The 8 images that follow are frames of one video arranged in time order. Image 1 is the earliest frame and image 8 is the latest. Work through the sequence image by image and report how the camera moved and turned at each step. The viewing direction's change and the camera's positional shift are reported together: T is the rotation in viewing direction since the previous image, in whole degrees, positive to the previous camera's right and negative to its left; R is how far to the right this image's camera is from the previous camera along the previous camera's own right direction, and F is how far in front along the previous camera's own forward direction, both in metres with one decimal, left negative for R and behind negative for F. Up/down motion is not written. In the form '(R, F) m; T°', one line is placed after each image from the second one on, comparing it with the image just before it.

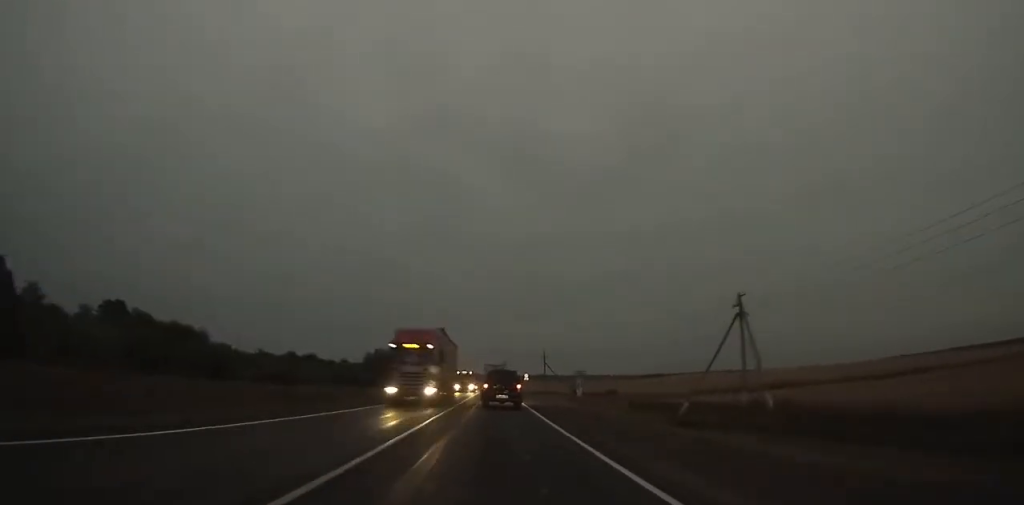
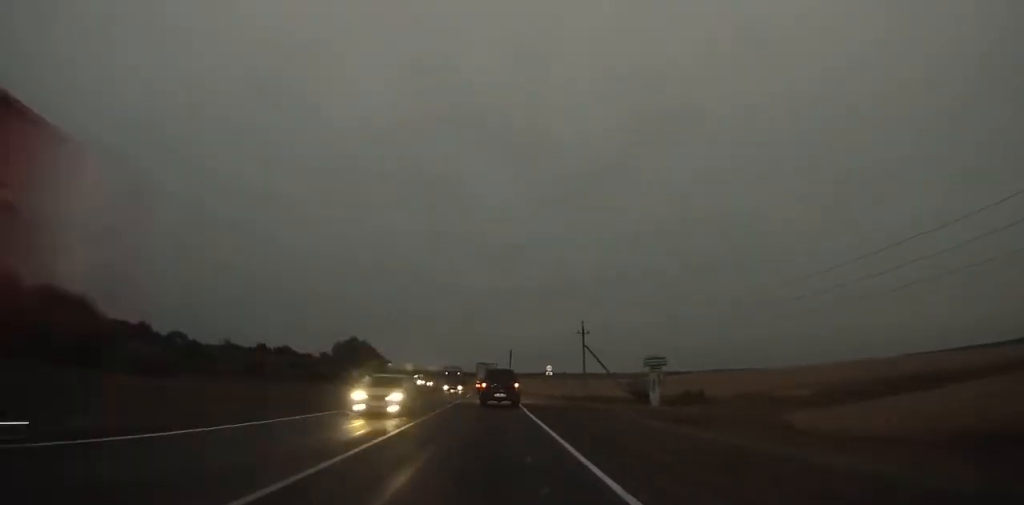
(+0.5, +47.3) m; 0°
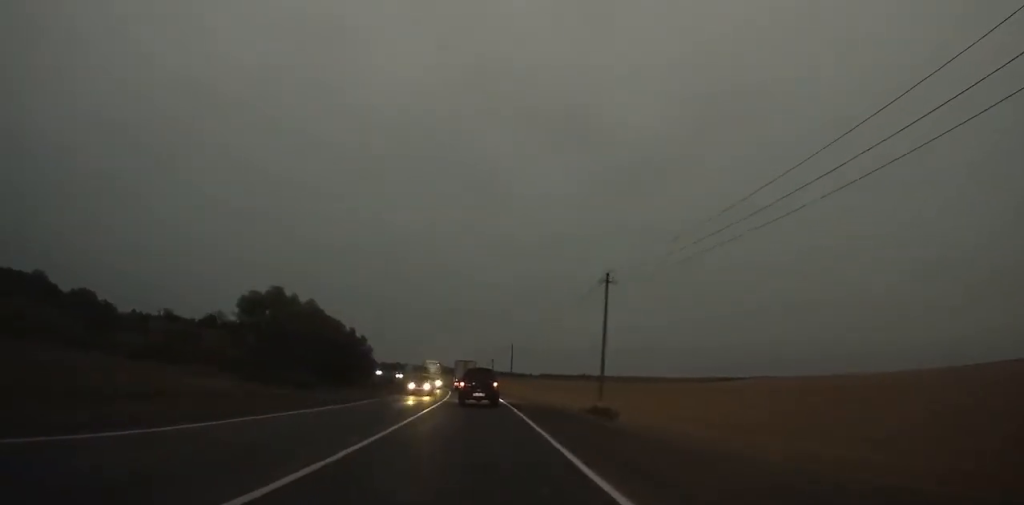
(-1.3, +83.0) m; -3°
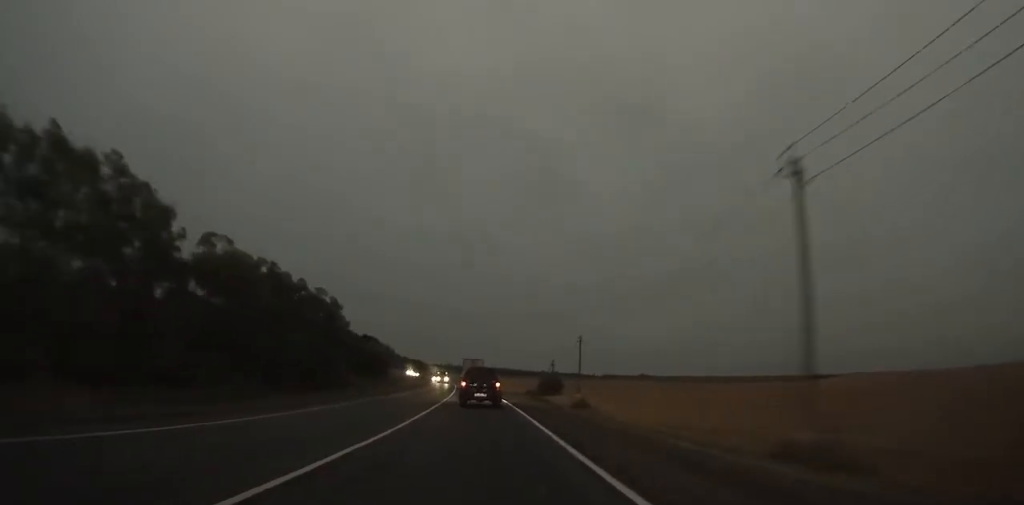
(-2.6, +75.6) m; -5°
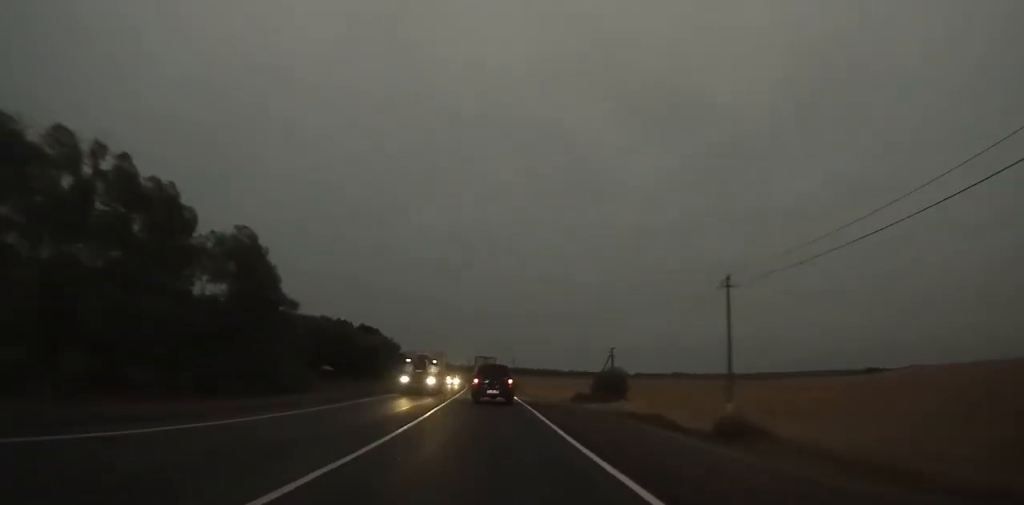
(-1.2, +38.8) m; -2°
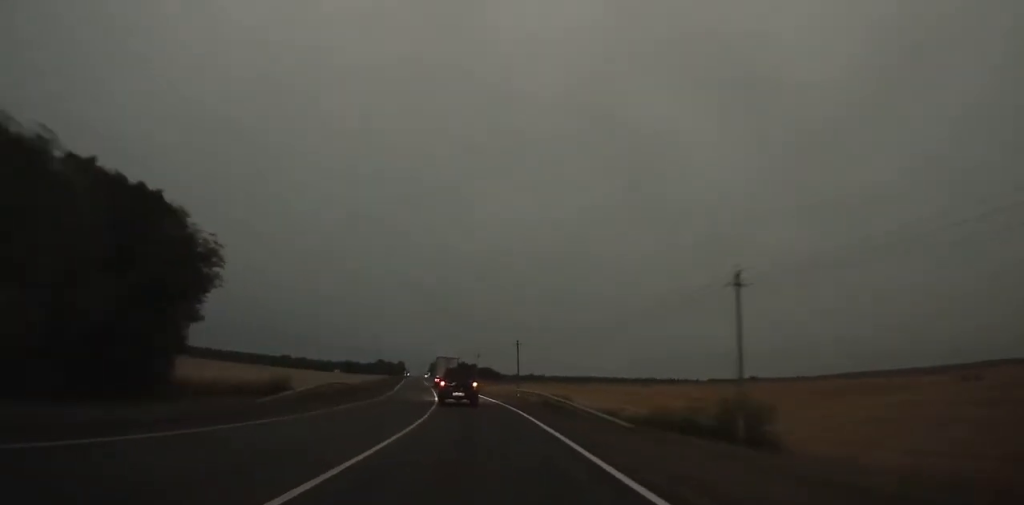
(-7.0, +124.2) m; -8°
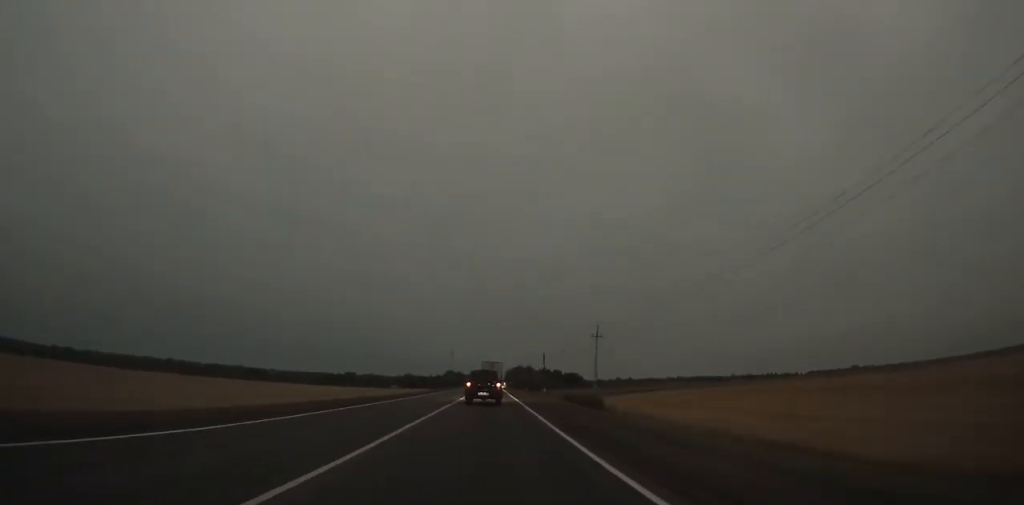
(-4.9, +84.1) m; -6°
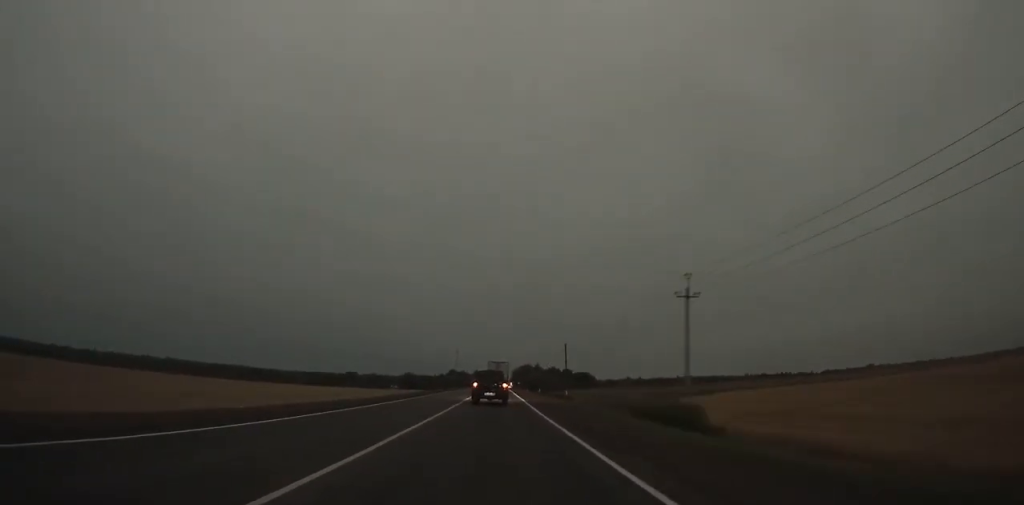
(-0.5, +30.7) m; -1°
